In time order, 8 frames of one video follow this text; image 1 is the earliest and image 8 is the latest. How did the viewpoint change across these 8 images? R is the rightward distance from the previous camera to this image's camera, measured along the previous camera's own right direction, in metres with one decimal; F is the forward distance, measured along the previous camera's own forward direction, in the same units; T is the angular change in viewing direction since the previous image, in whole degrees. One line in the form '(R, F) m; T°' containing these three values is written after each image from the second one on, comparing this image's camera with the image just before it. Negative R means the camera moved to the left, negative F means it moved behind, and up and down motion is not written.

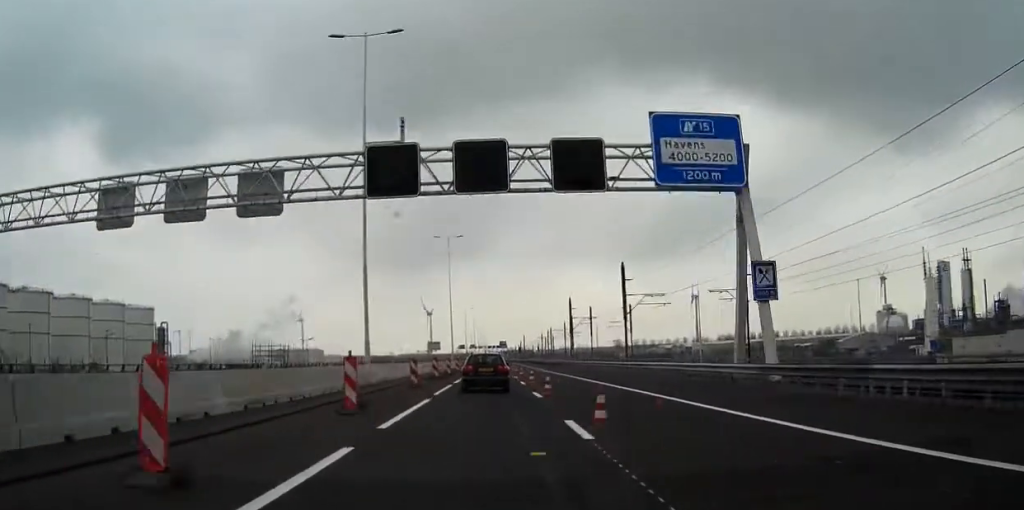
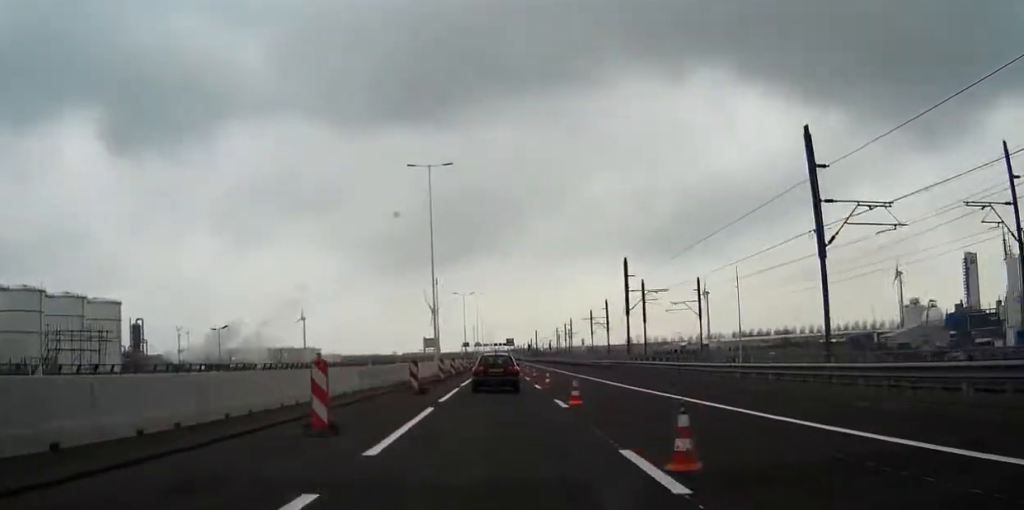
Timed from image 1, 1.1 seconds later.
(-0.5, +40.9) m; -1°
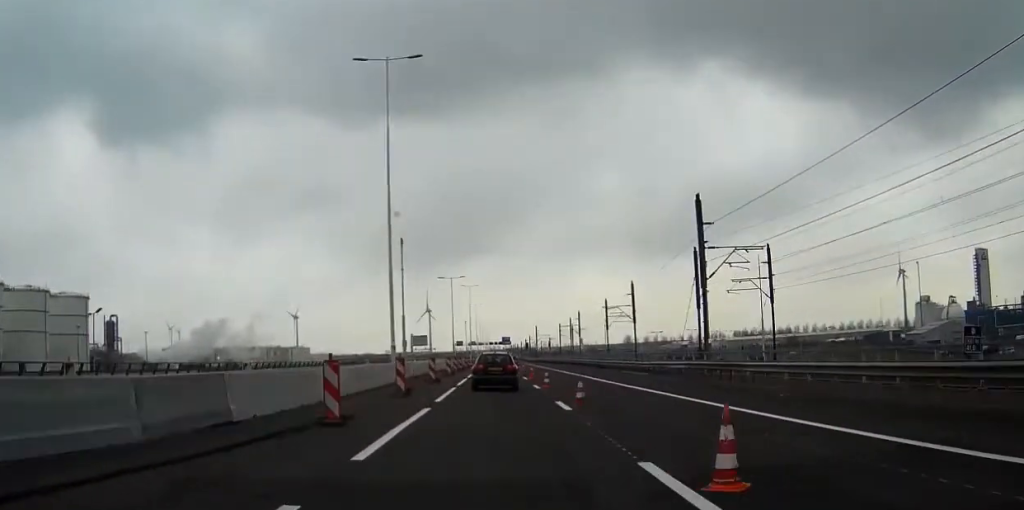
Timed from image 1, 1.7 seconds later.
(-0.1, +25.5) m; 0°
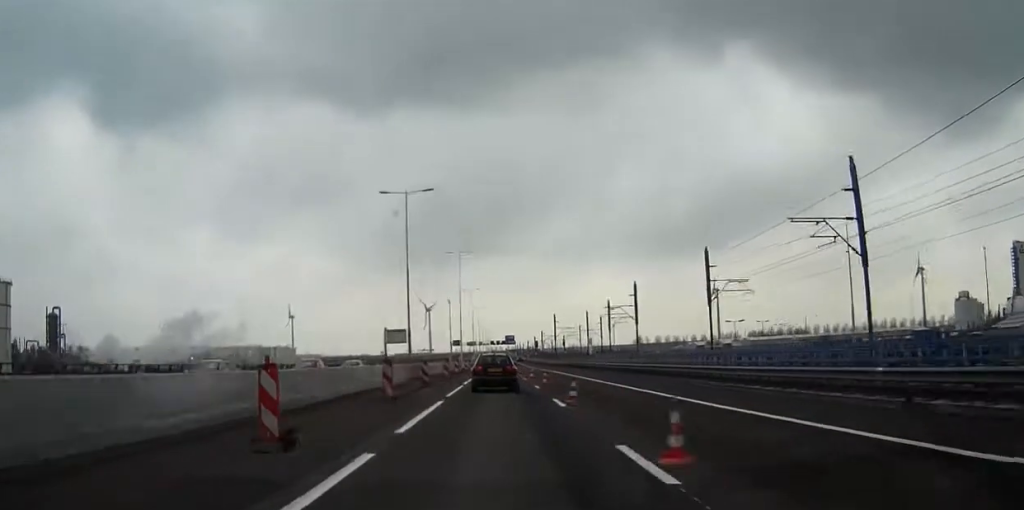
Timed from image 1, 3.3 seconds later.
(+0.2, +58.5) m; 0°
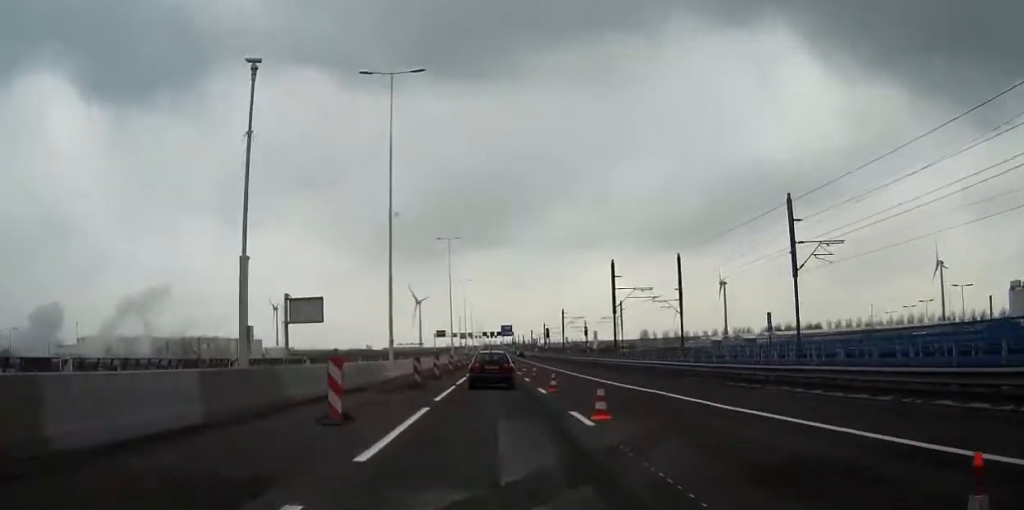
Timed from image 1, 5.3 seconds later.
(+0.1, +78.3) m; 0°
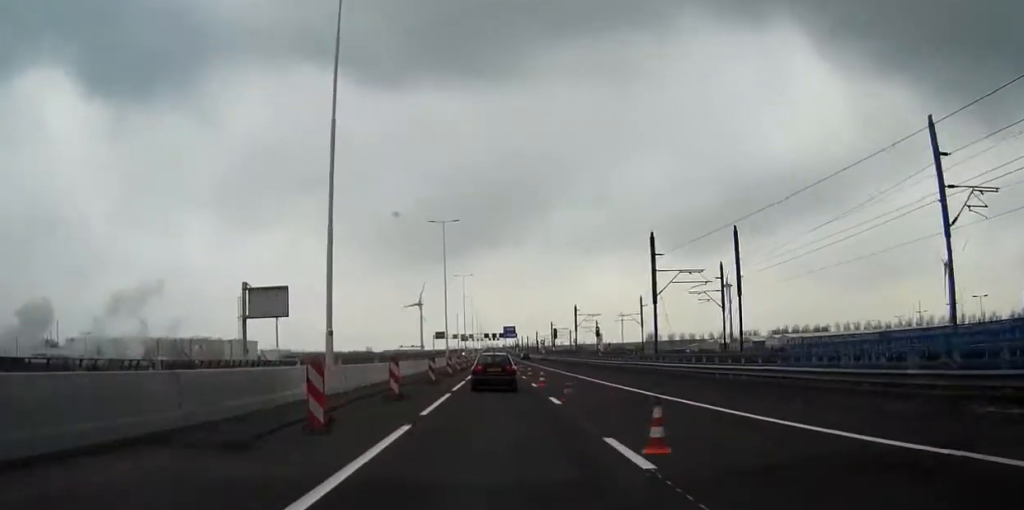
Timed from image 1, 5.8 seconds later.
(0.0, +16.4) m; 0°
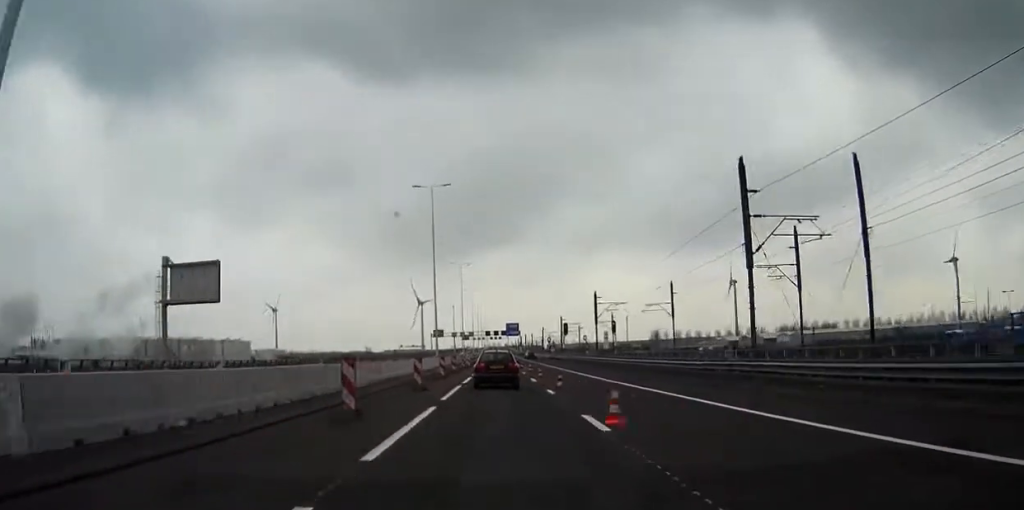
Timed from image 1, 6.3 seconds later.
(0.0, +20.1) m; 0°
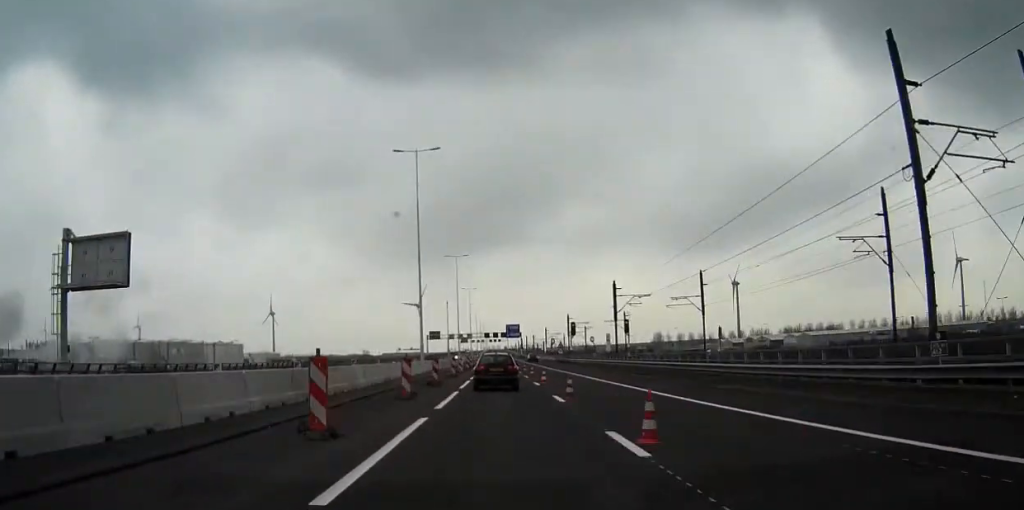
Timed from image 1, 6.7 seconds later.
(0.0, +15.1) m; 0°
